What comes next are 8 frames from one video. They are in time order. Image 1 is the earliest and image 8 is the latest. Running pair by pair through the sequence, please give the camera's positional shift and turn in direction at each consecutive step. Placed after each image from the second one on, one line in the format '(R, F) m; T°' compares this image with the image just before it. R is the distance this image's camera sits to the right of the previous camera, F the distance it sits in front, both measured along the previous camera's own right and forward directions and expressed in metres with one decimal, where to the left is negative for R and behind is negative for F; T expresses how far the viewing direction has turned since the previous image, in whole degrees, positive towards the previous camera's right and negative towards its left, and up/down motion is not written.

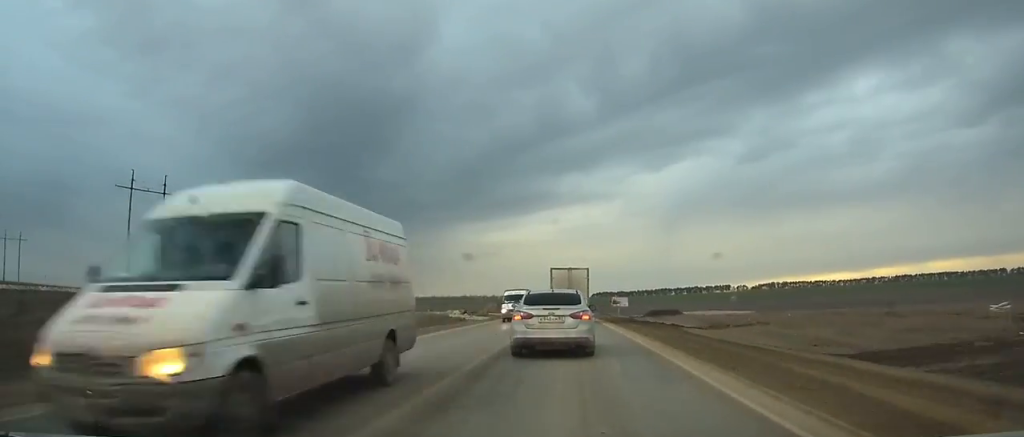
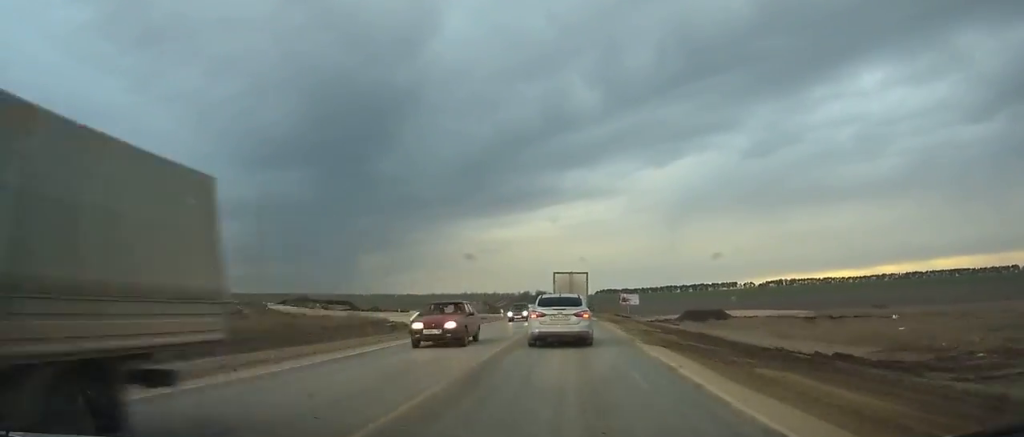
(-0.1, +25.8) m; 0°
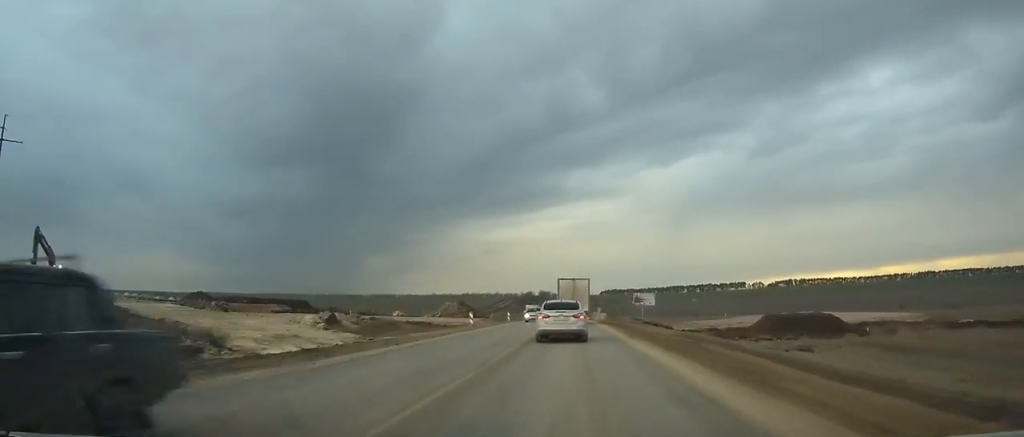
(+0.1, +26.4) m; 0°
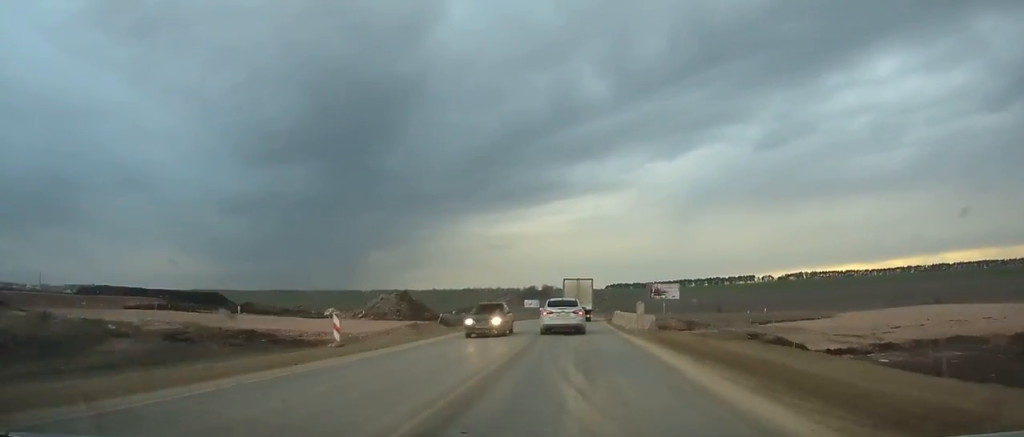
(0.0, +30.1) m; 0°
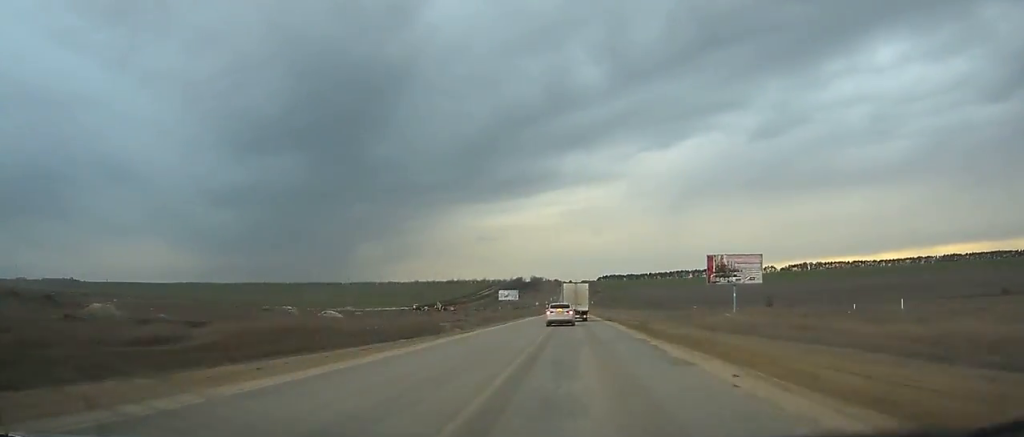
(+0.3, +59.2) m; +1°
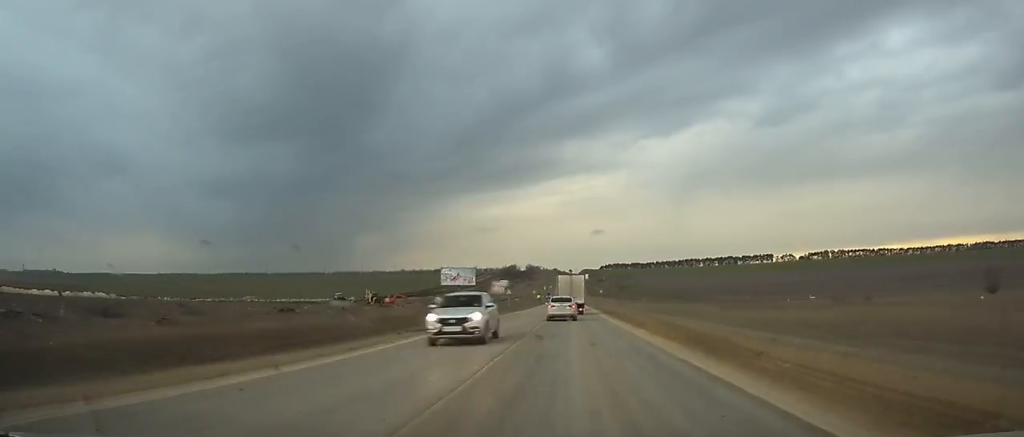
(+0.5, +77.6) m; 0°
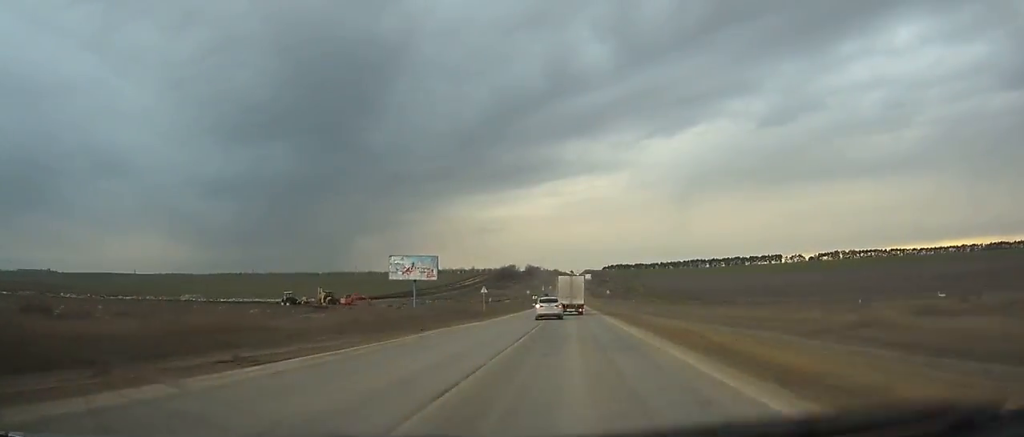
(-0.1, +31.1) m; 0°
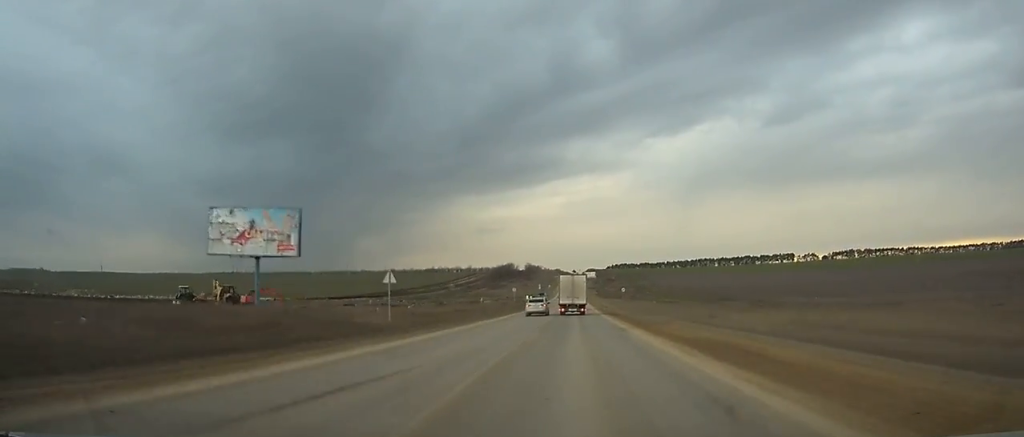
(0.0, +38.9) m; 0°
